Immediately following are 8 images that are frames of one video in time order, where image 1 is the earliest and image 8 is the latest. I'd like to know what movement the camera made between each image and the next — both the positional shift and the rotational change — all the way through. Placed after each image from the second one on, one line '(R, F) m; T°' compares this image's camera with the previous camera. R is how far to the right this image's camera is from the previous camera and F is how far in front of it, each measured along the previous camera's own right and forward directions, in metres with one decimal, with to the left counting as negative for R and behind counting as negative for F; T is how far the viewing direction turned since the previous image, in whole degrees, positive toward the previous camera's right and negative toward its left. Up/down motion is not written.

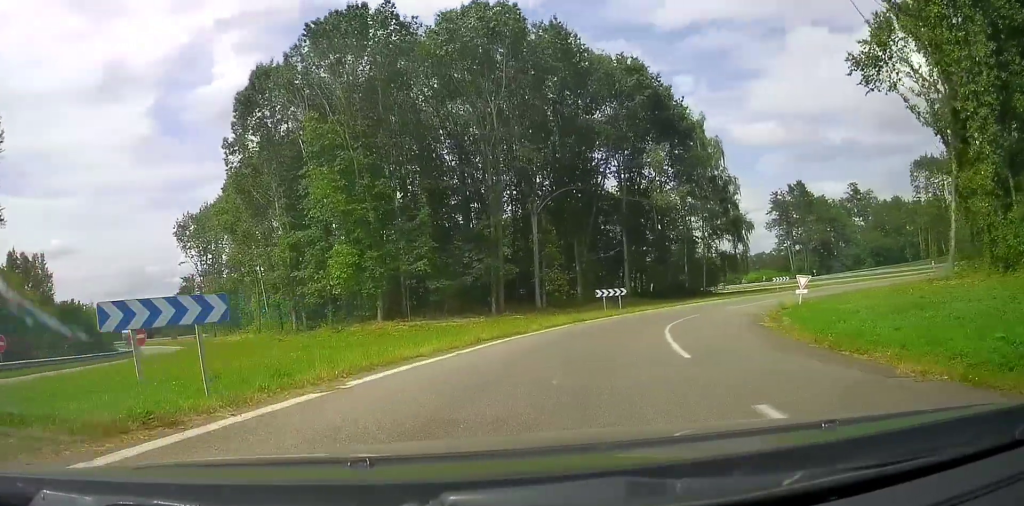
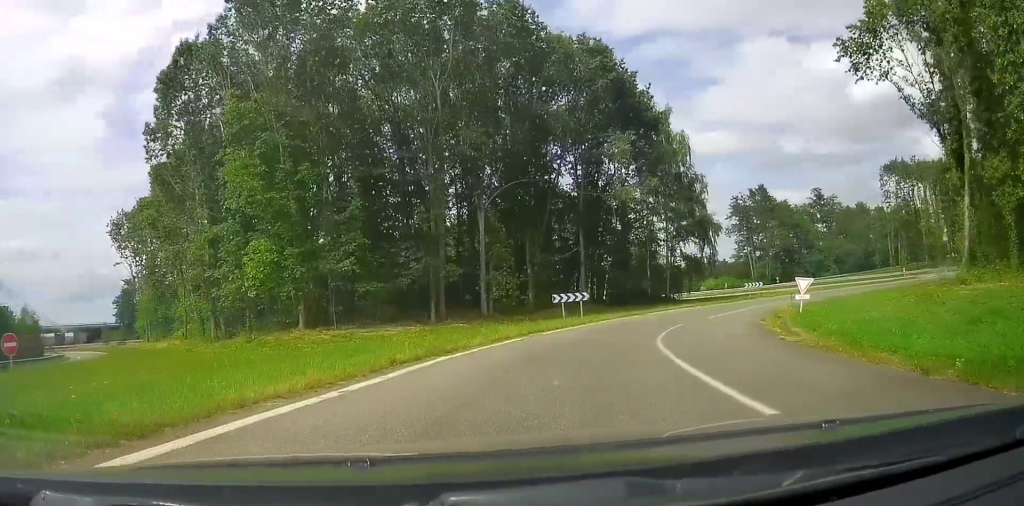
(+0.5, +6.0) m; +4°
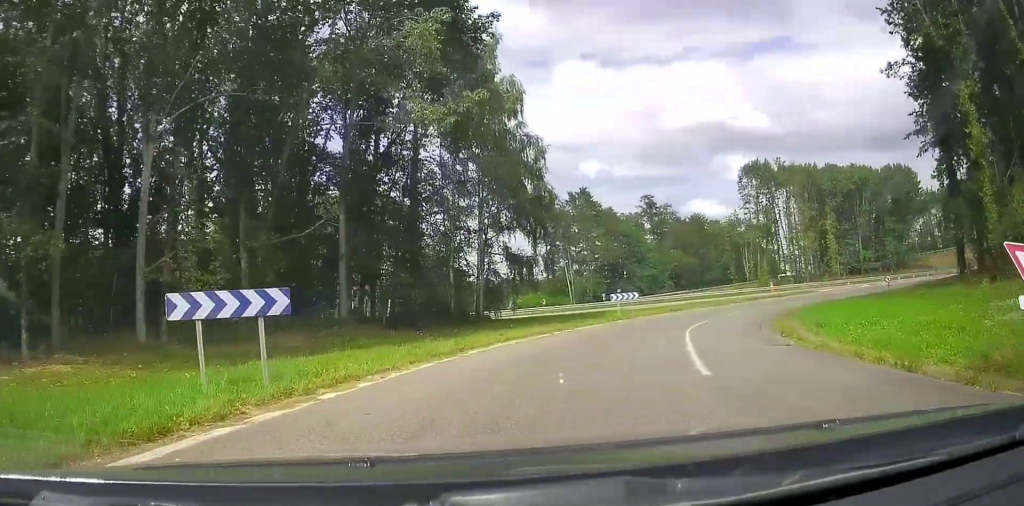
(+3.1, +22.7) m; +18°
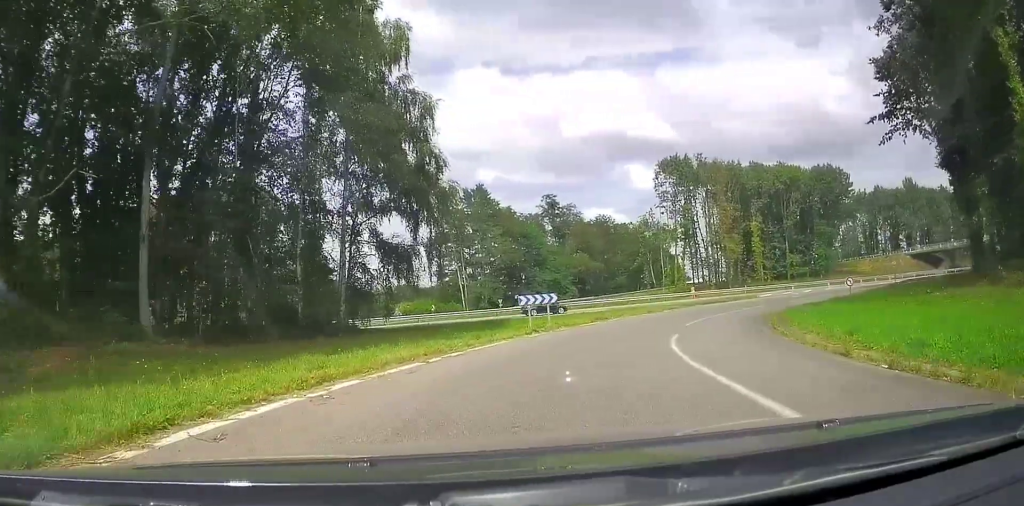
(+1.2, +10.6) m; +10°
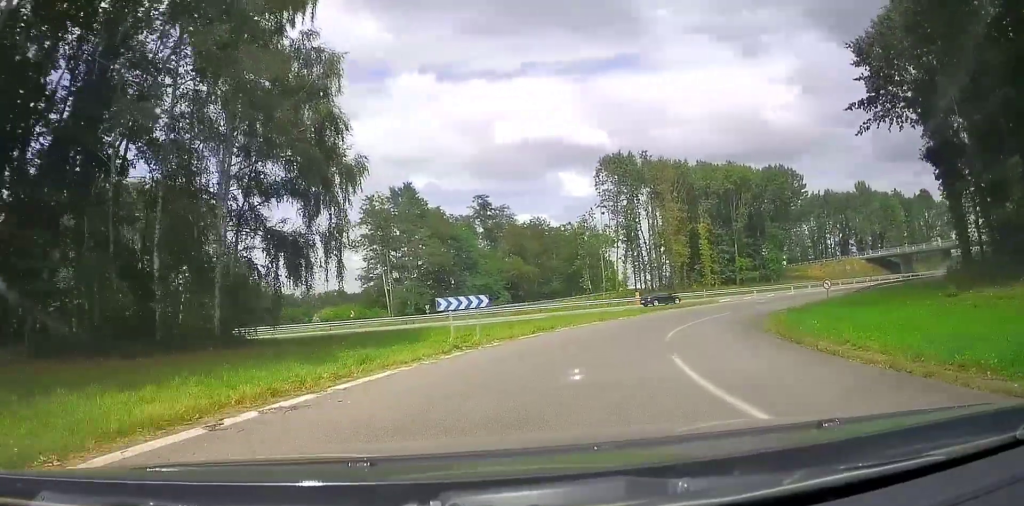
(+0.2, +7.0) m; +5°
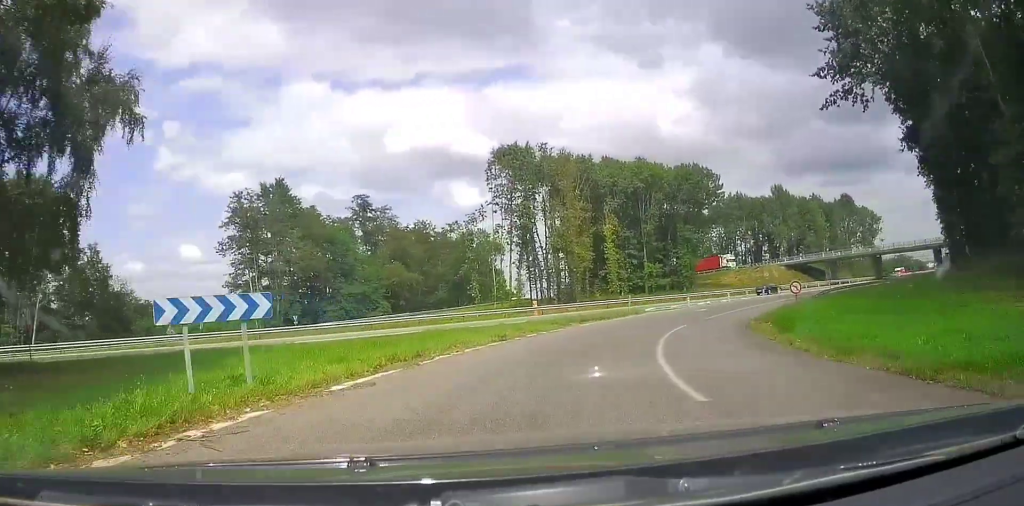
(+0.9, +11.4) m; +9°
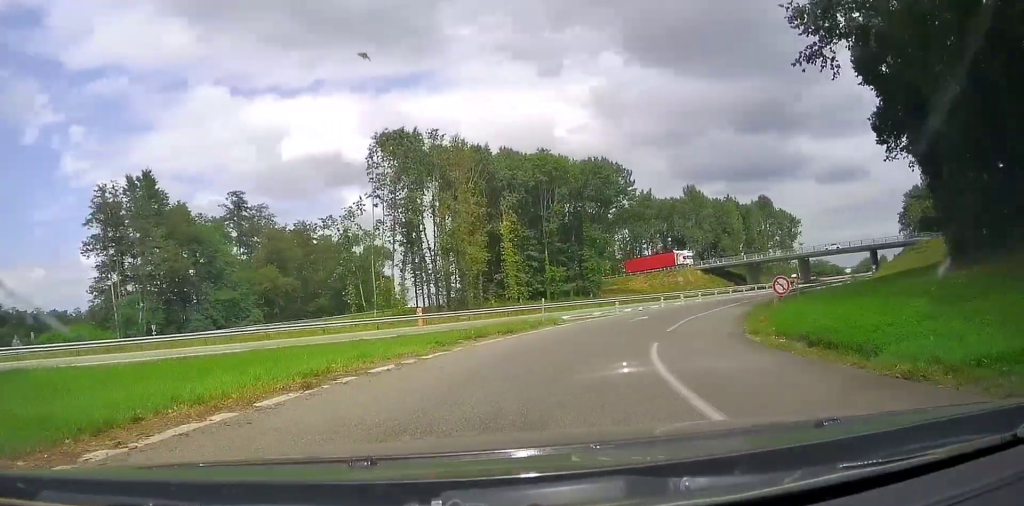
(+0.8, +11.0) m; +8°
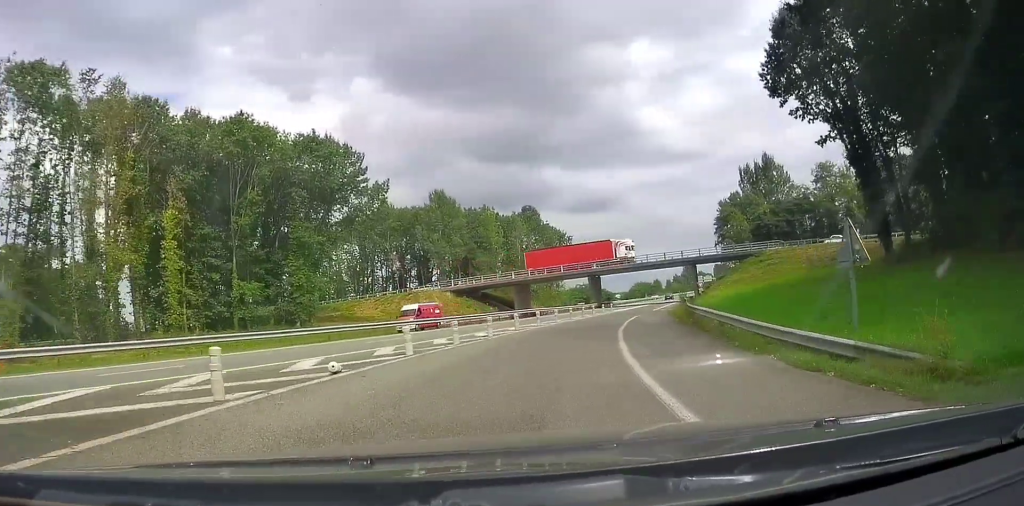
(+4.1, +28.4) m; +17°
